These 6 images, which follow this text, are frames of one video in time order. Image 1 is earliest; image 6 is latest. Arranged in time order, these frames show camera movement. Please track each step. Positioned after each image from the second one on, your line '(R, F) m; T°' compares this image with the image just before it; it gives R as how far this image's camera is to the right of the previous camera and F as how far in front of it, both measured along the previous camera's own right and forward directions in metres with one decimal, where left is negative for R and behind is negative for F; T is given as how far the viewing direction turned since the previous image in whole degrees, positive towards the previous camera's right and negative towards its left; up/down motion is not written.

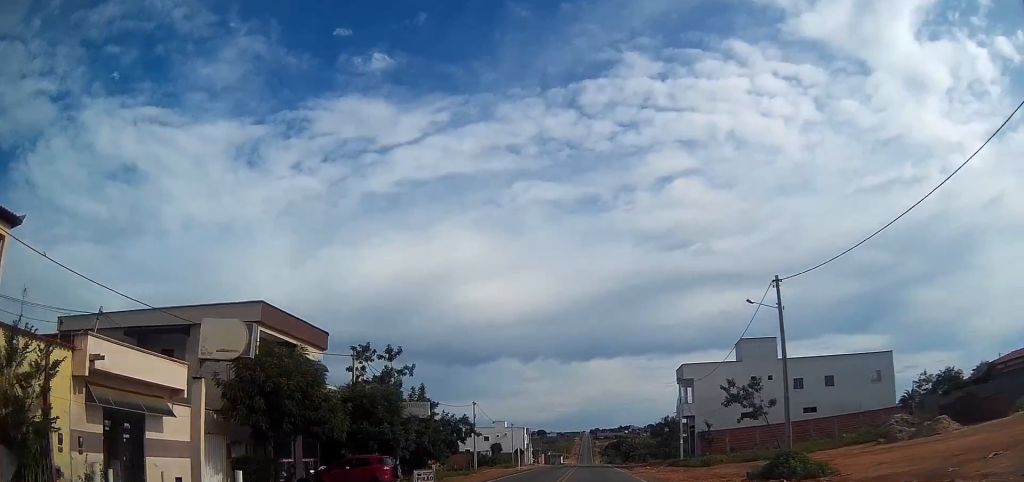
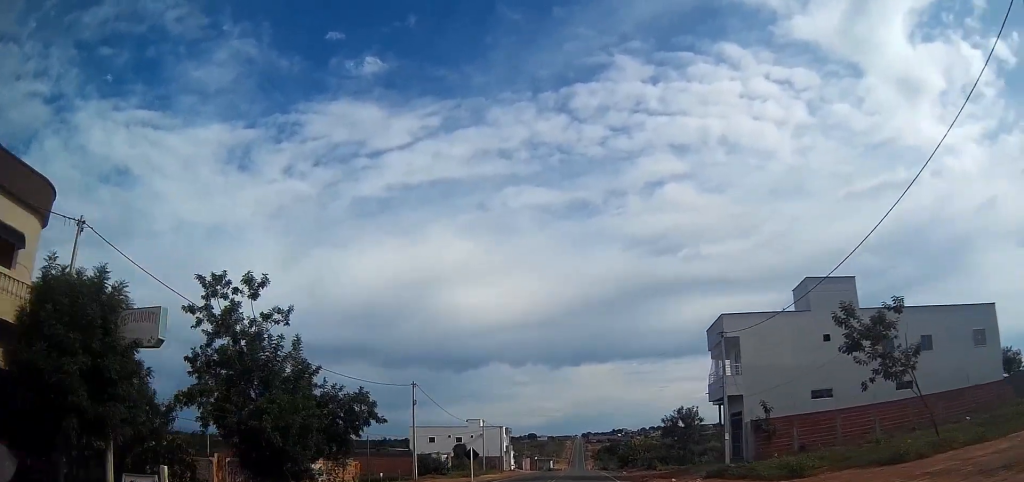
(-0.1, +18.9) m; -2°
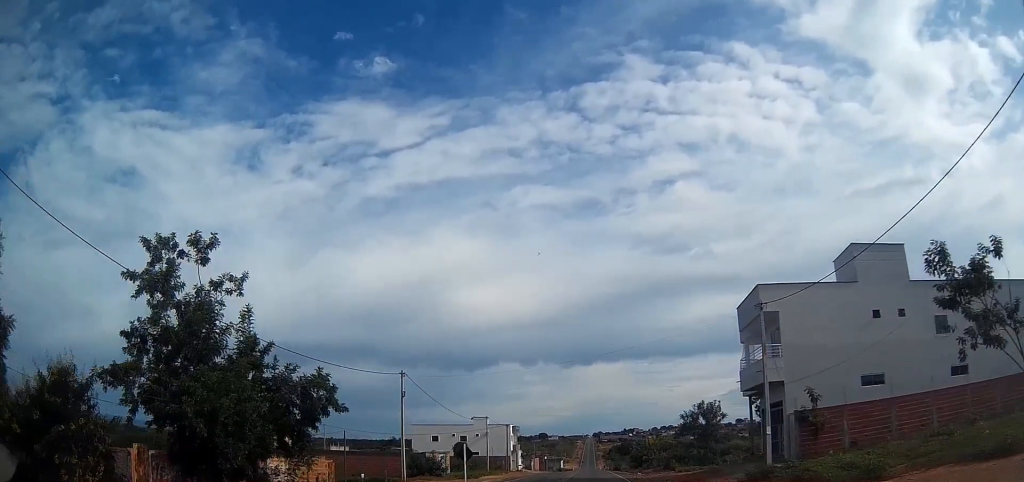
(-0.1, +5.0) m; -1°
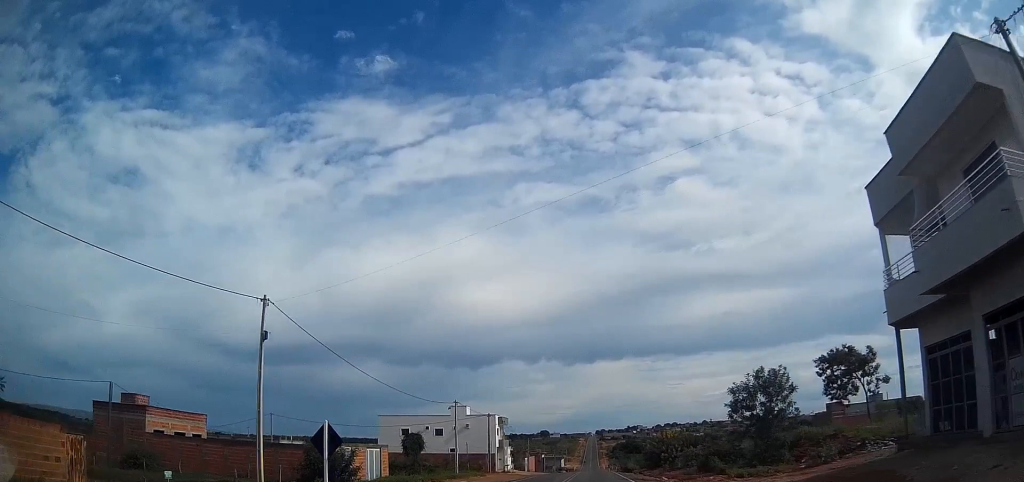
(-0.2, +18.3) m; 0°
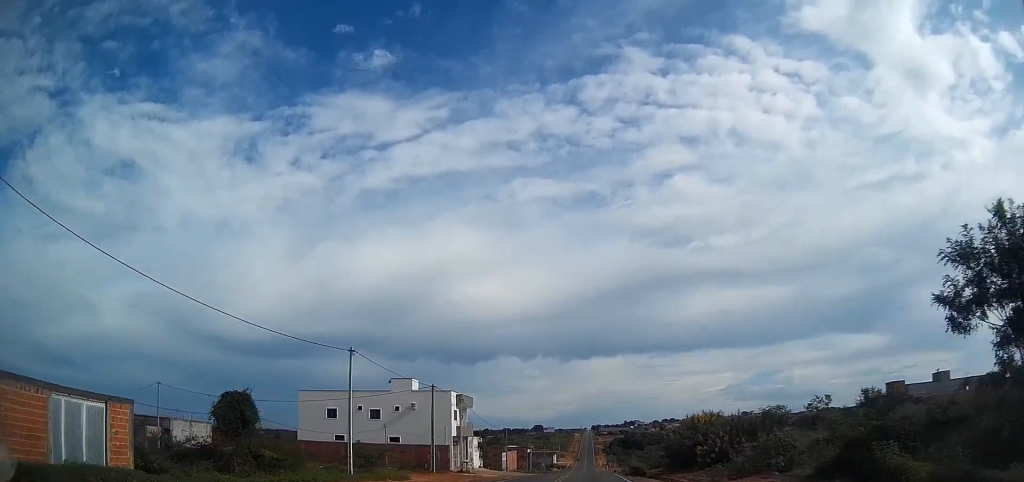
(+0.7, +24.1) m; +1°
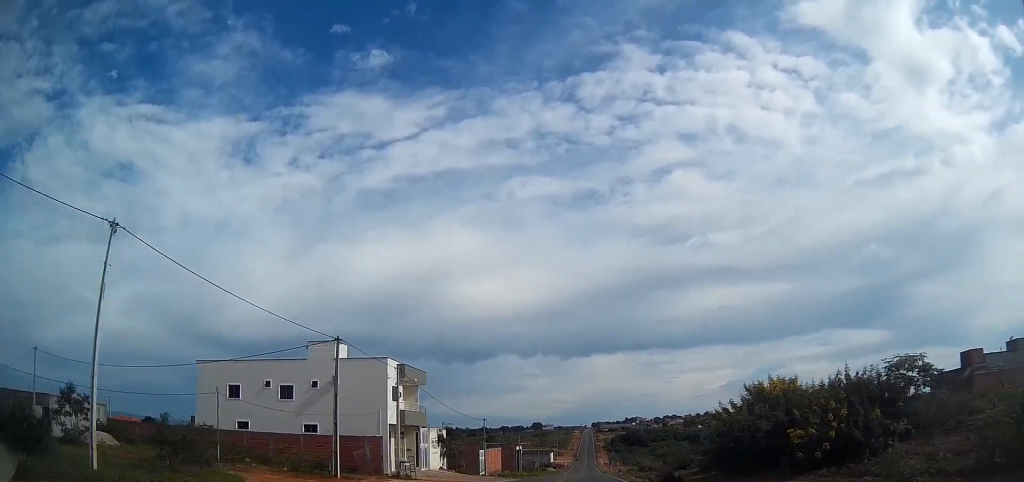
(-0.3, +20.1) m; 0°
